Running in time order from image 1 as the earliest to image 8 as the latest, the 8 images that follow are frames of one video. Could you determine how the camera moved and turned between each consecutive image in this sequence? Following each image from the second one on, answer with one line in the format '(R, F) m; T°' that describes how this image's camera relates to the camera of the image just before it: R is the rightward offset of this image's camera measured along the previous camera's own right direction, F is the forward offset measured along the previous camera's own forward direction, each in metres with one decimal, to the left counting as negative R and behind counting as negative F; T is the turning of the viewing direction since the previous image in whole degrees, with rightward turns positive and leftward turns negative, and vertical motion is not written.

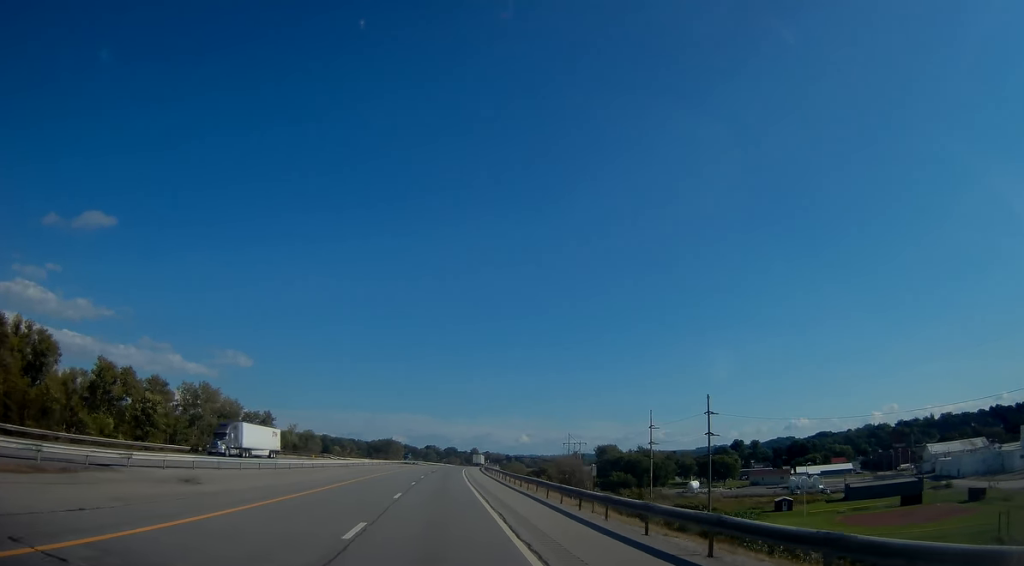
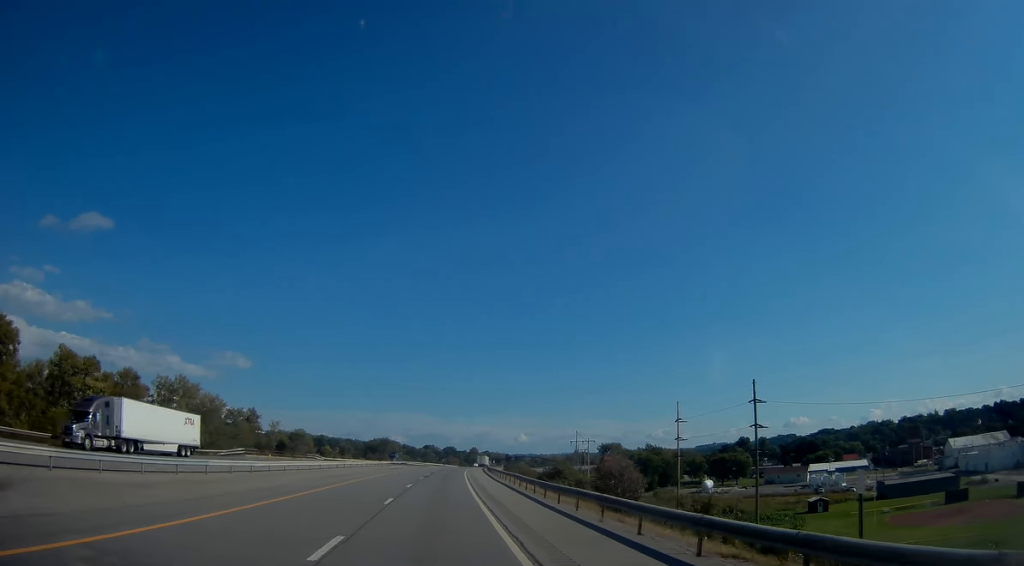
(0.0, +14.9) m; 0°
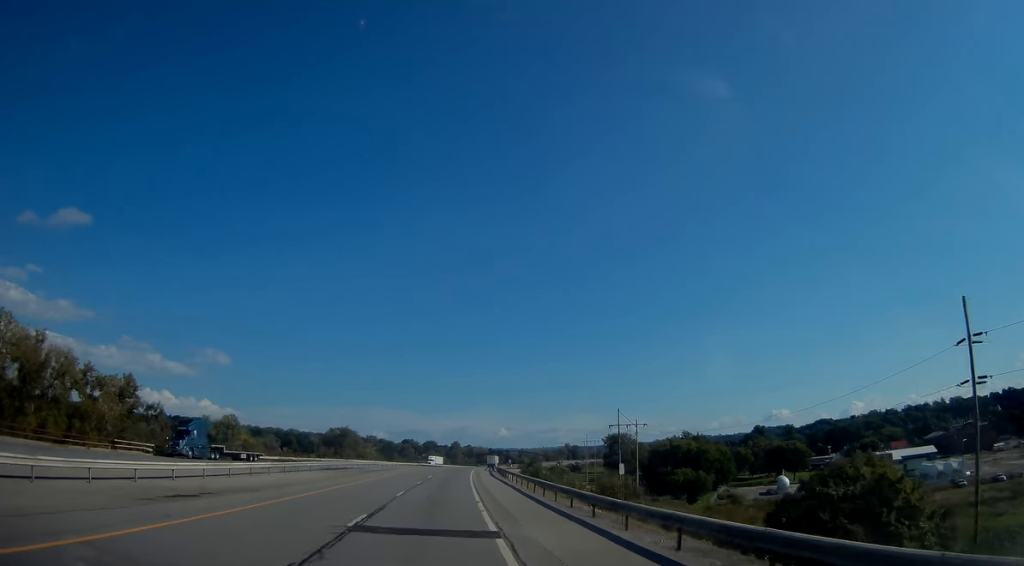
(+0.5, +68.2) m; +1°
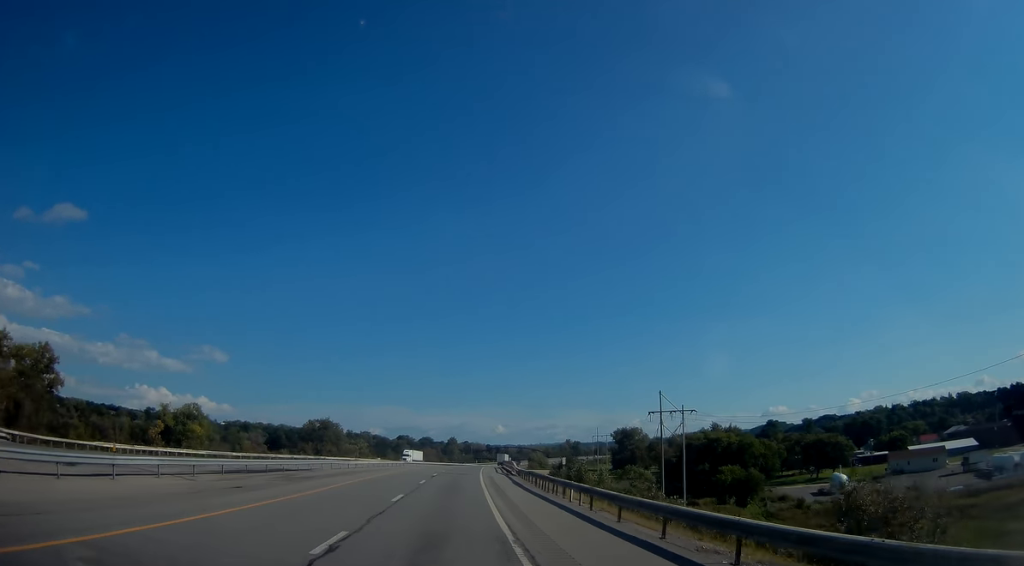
(+0.1, +29.2) m; +1°
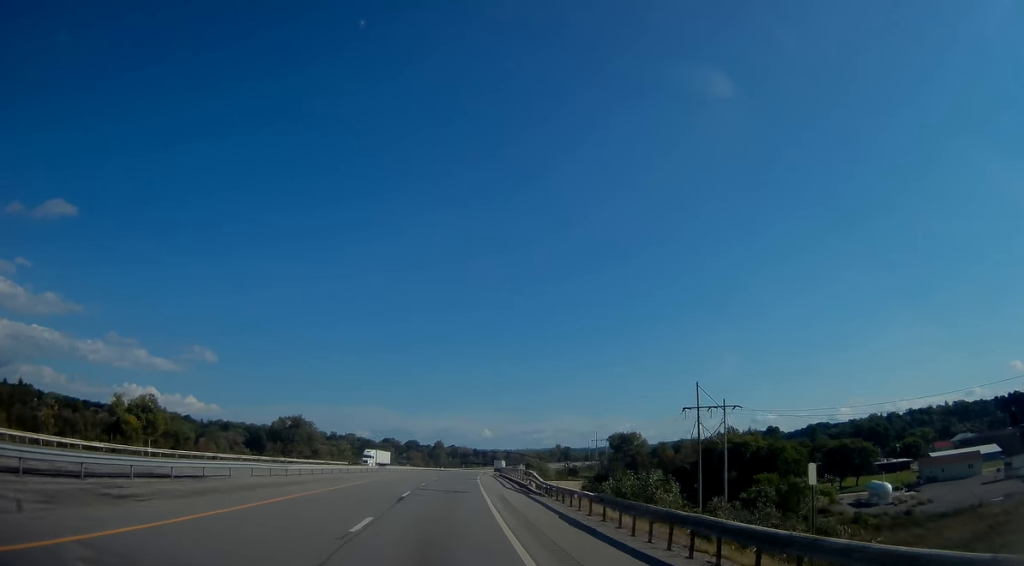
(+0.1, +21.1) m; +1°
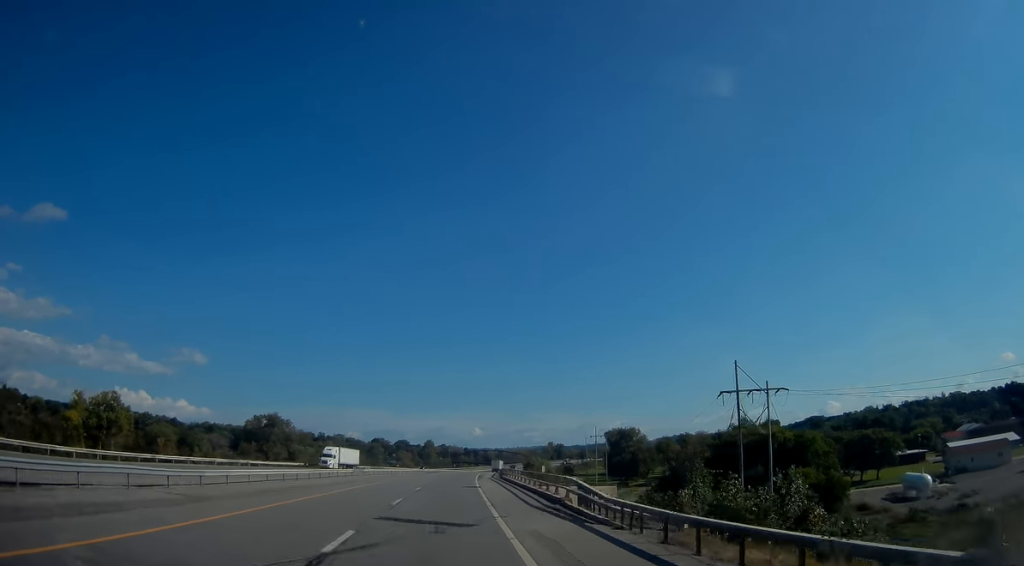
(+0.1, +15.1) m; +1°
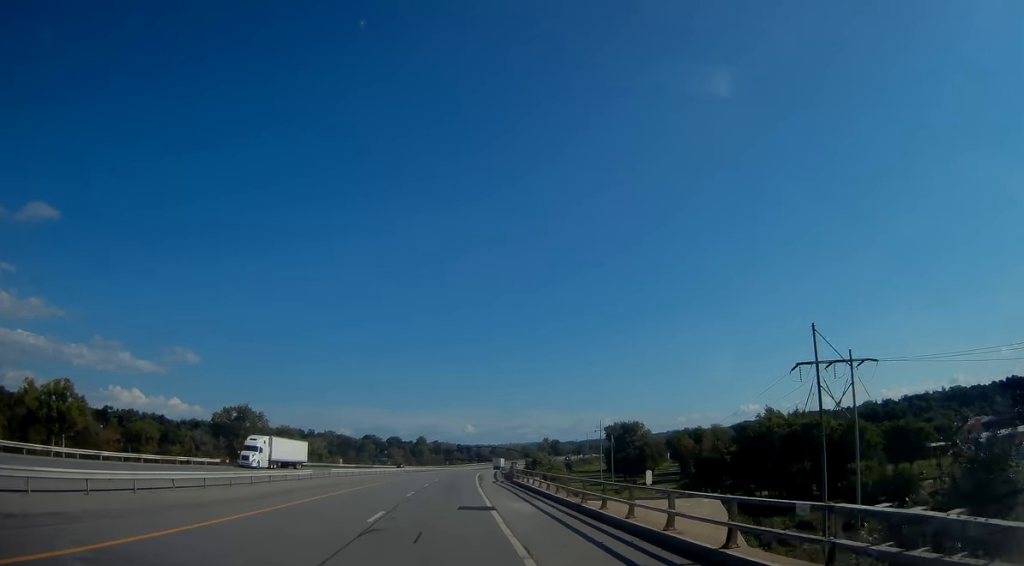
(0.0, +18.2) m; +1°
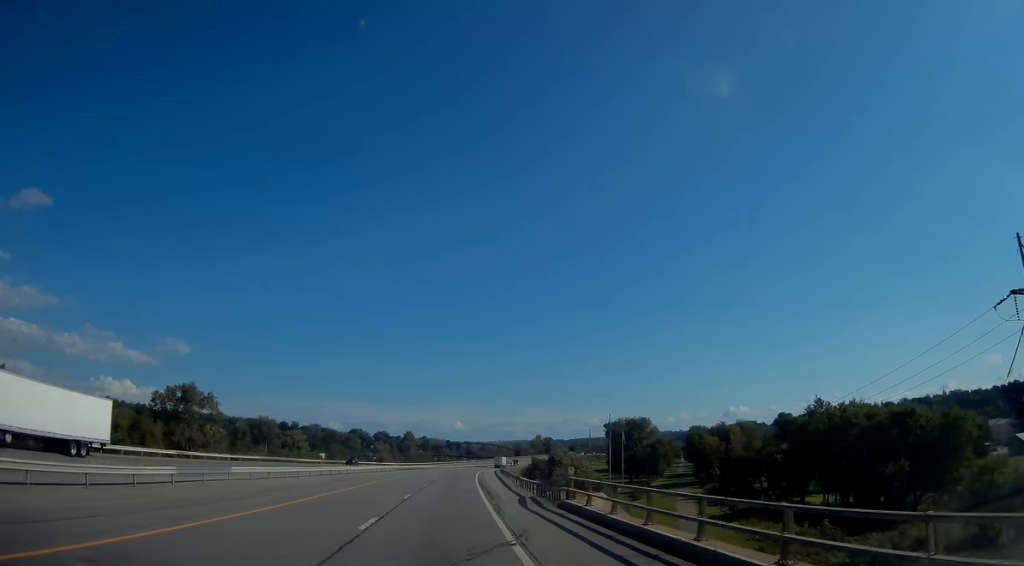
(+0.5, +26.4) m; +1°
